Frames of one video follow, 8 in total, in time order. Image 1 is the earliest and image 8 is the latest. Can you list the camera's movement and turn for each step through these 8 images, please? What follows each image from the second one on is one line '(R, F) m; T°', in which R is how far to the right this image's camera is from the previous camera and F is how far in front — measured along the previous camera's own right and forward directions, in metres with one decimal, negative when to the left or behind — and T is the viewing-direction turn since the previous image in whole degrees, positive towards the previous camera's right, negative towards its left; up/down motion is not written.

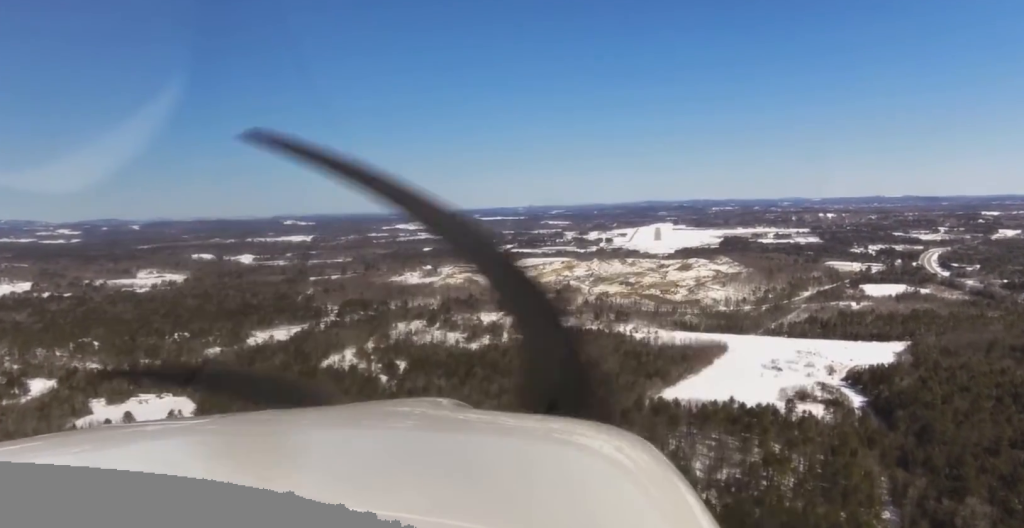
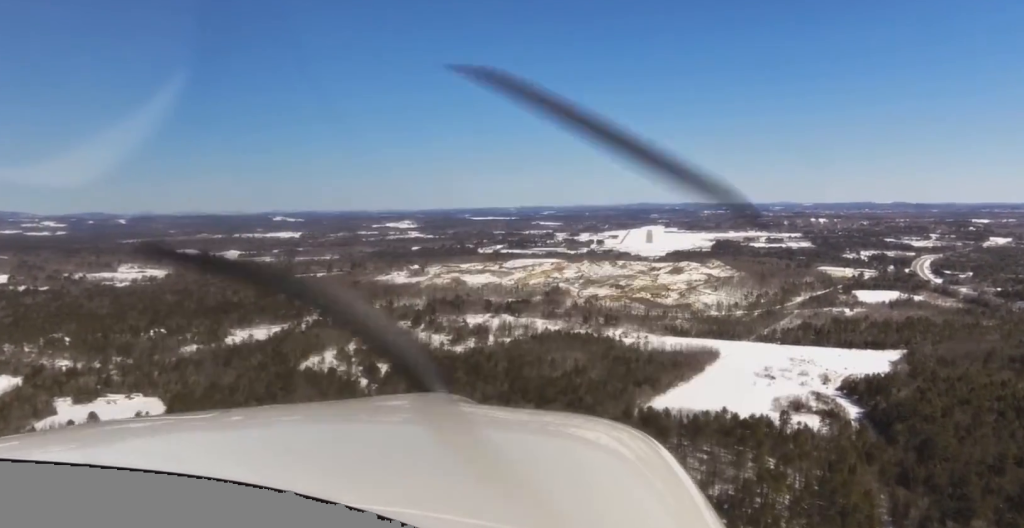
(+0.2, +25.0) m; +1°
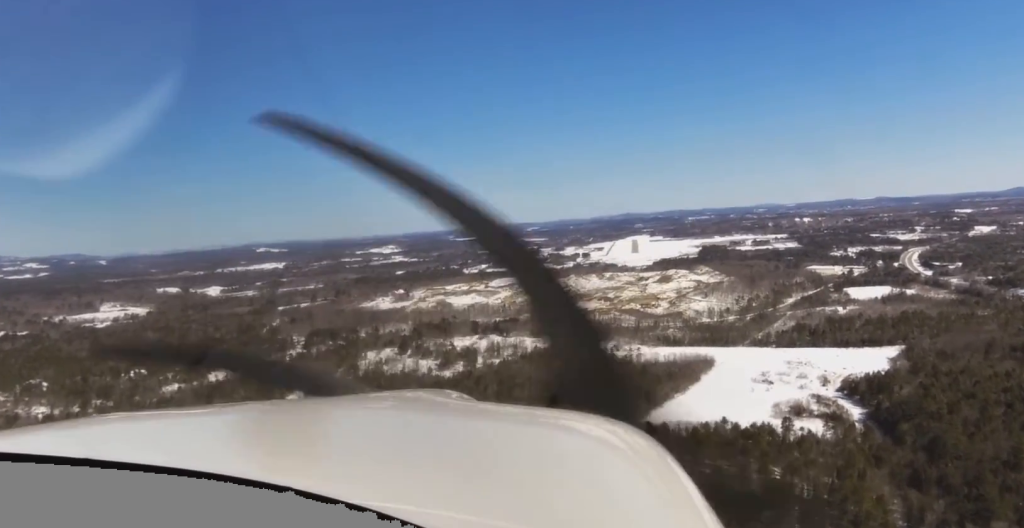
(+0.1, +19.6) m; +1°
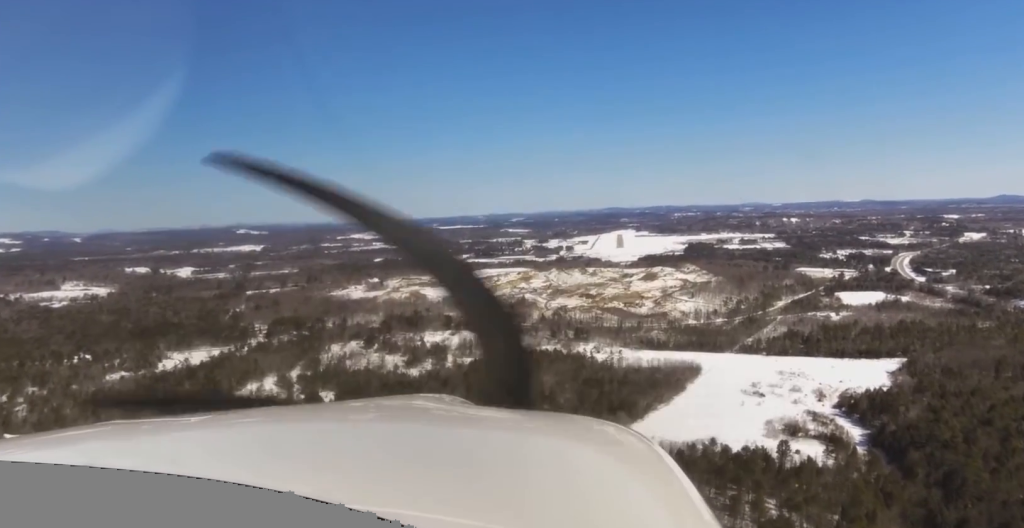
(-1.1, +65.0) m; -2°
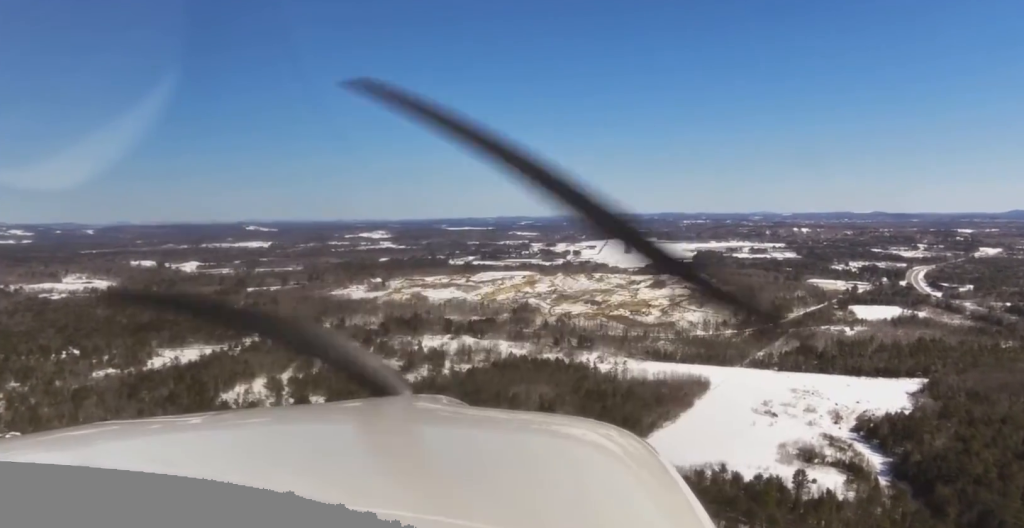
(-0.3, +38.9) m; 0°
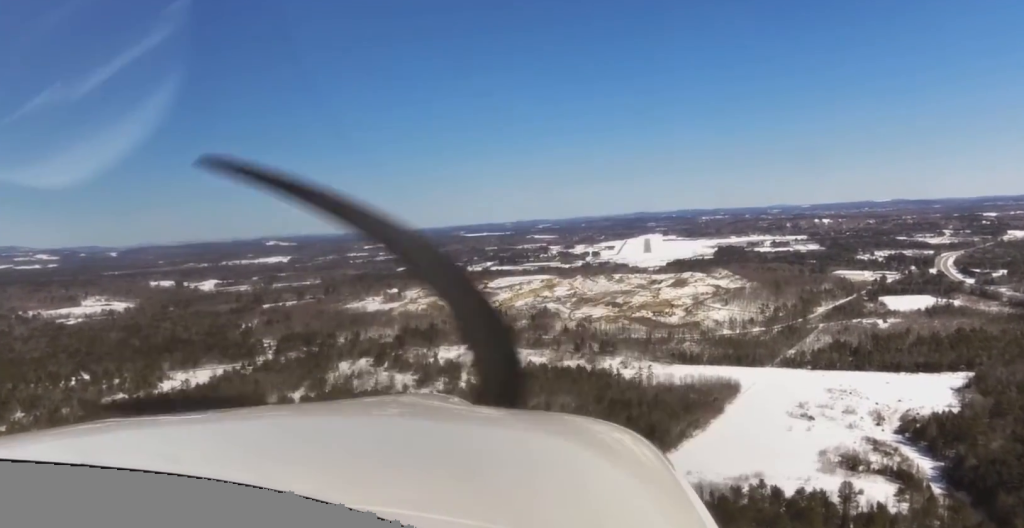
(+0.6, +38.9) m; +2°
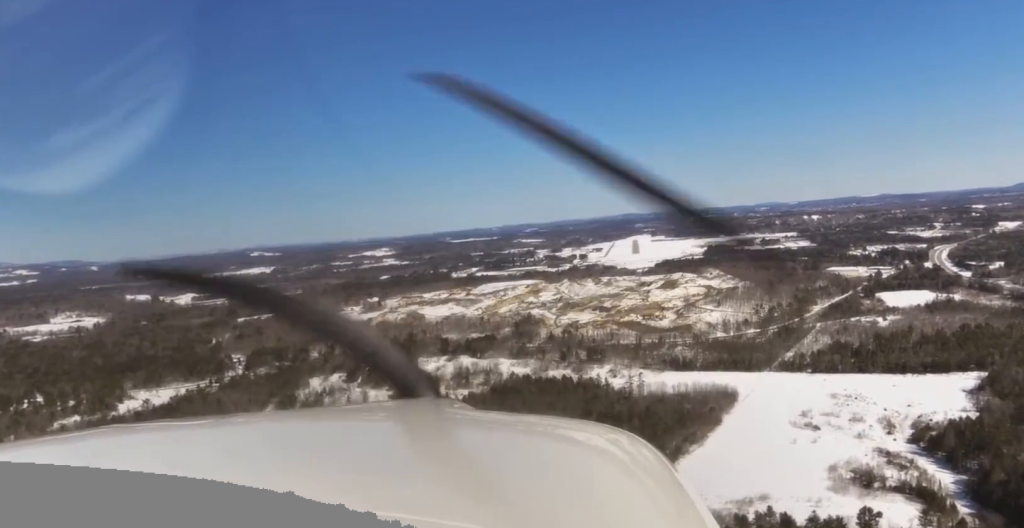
(+0.7, +53.2) m; +1°
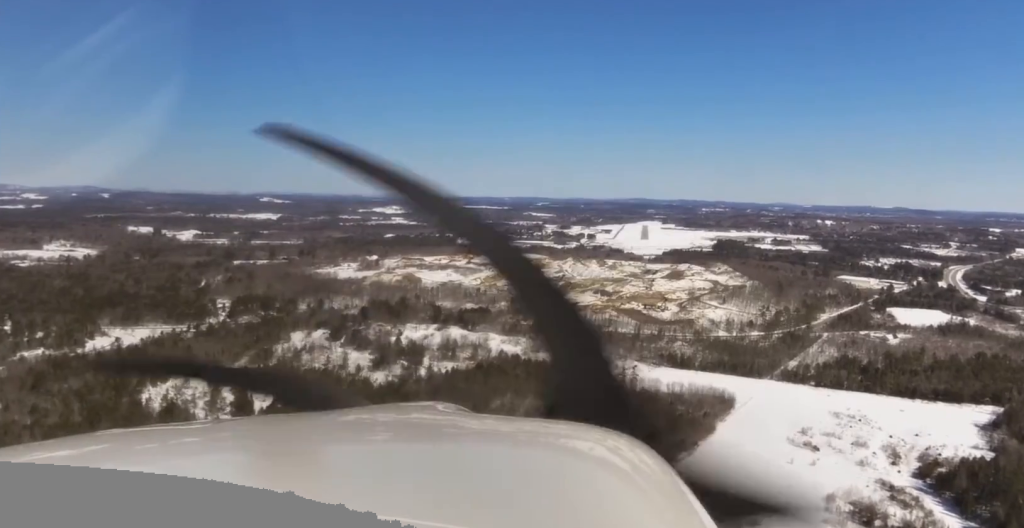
(-0.4, +44.7) m; 0°
